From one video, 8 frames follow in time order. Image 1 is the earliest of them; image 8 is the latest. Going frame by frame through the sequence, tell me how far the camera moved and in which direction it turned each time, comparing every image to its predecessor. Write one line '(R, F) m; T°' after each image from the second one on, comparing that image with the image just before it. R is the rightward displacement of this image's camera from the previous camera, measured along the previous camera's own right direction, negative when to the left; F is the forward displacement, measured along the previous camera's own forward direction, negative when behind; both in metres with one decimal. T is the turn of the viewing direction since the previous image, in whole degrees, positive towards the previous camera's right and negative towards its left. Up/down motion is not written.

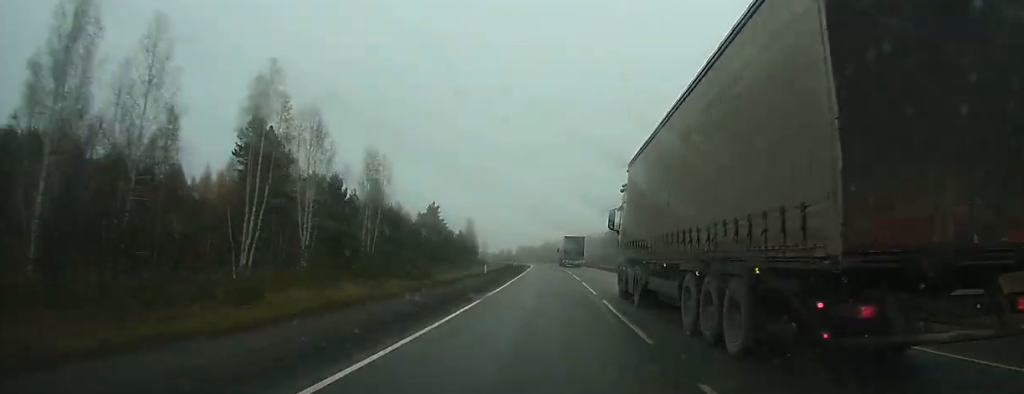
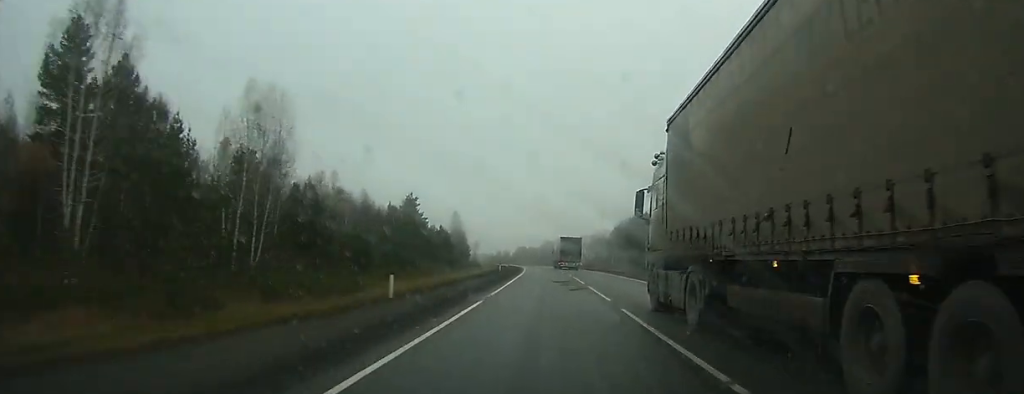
(-0.1, +28.3) m; 0°
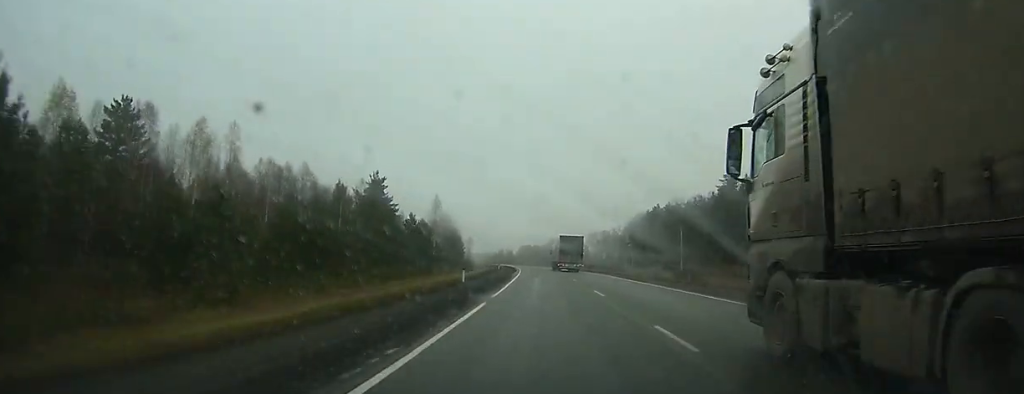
(0.0, +34.9) m; -1°
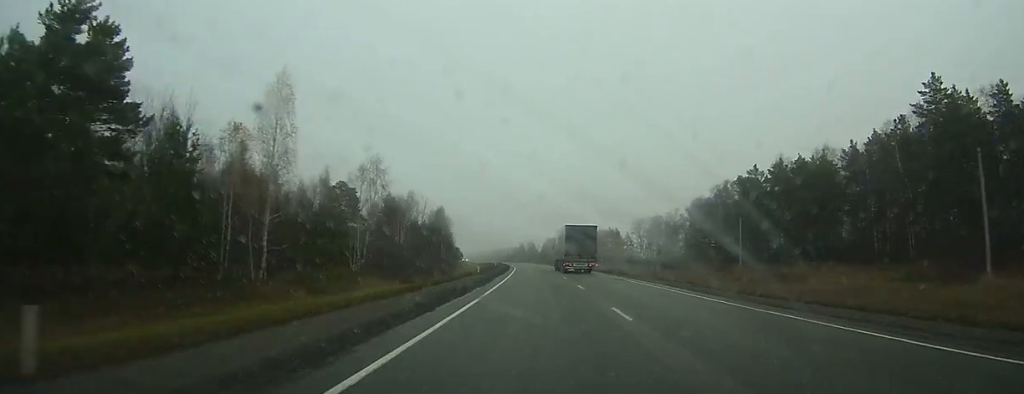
(-1.5, +83.7) m; -2°
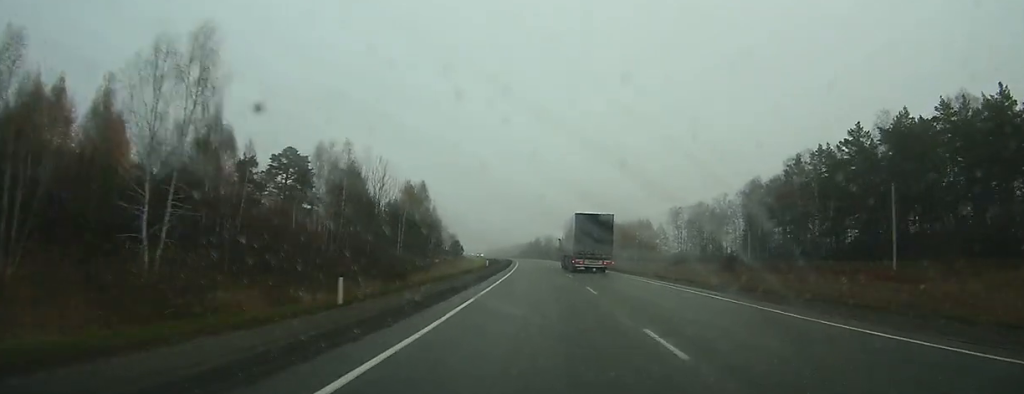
(-0.2, +41.2) m; -1°
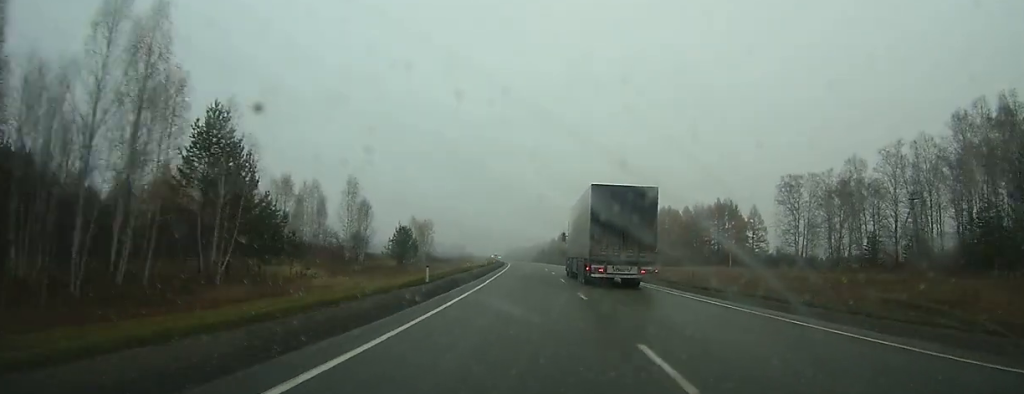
(-2.4, +86.0) m; -3°
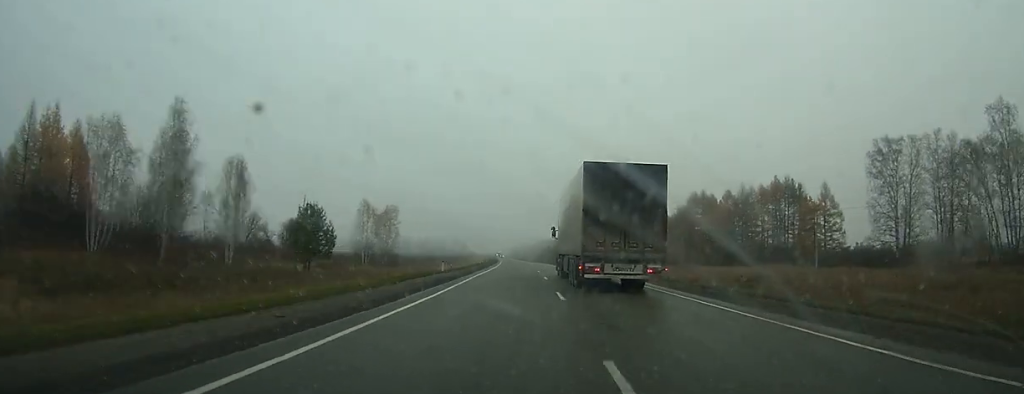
(-0.4, +38.7) m; -1°
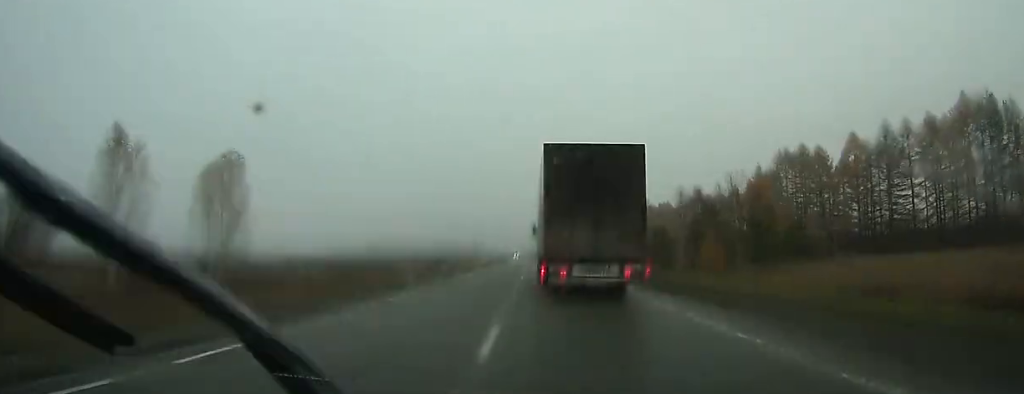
(-0.7, +59.8) m; -1°
